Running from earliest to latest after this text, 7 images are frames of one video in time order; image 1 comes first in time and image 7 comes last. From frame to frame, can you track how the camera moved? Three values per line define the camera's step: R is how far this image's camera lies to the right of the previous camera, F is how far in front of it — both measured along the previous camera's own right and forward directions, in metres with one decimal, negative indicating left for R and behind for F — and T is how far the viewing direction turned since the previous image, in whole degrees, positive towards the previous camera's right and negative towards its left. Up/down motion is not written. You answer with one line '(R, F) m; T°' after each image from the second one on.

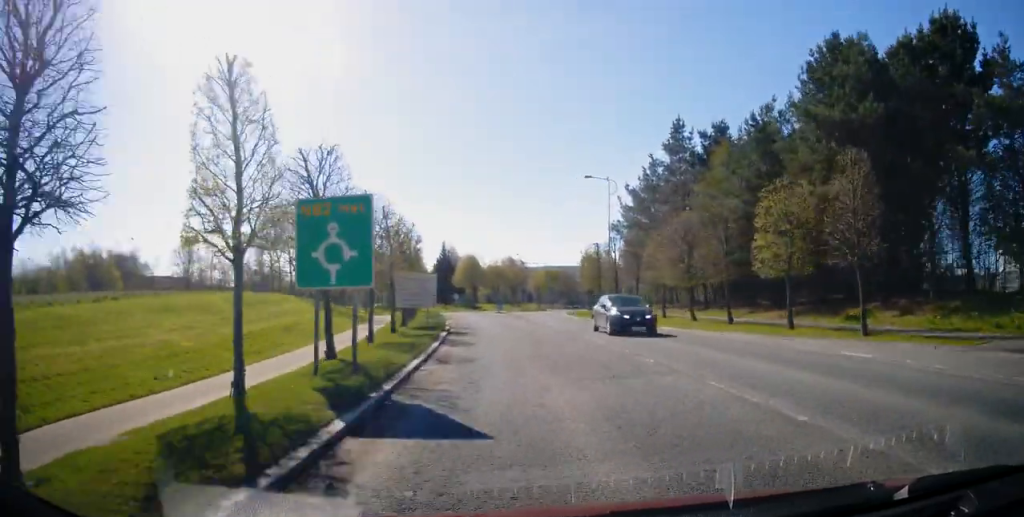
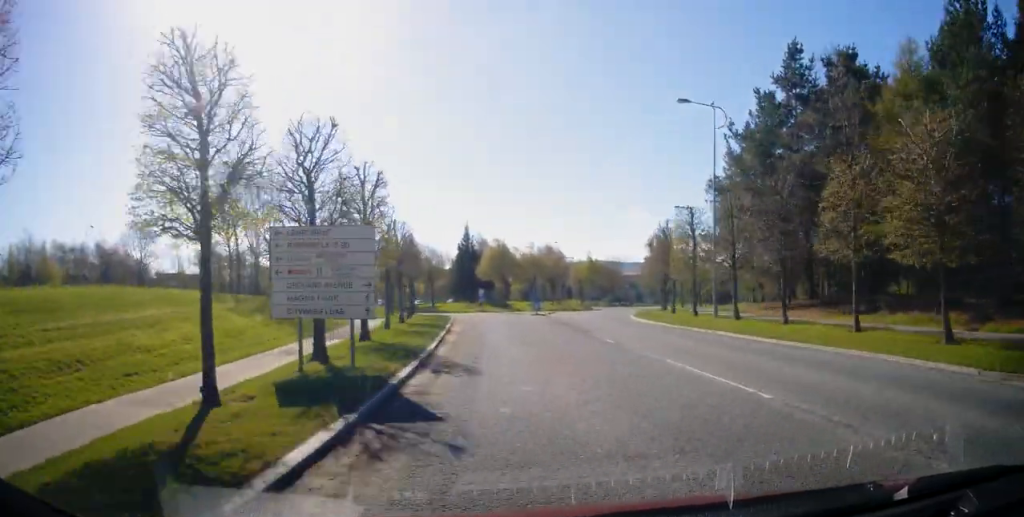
(-2.7, +15.6) m; -11°
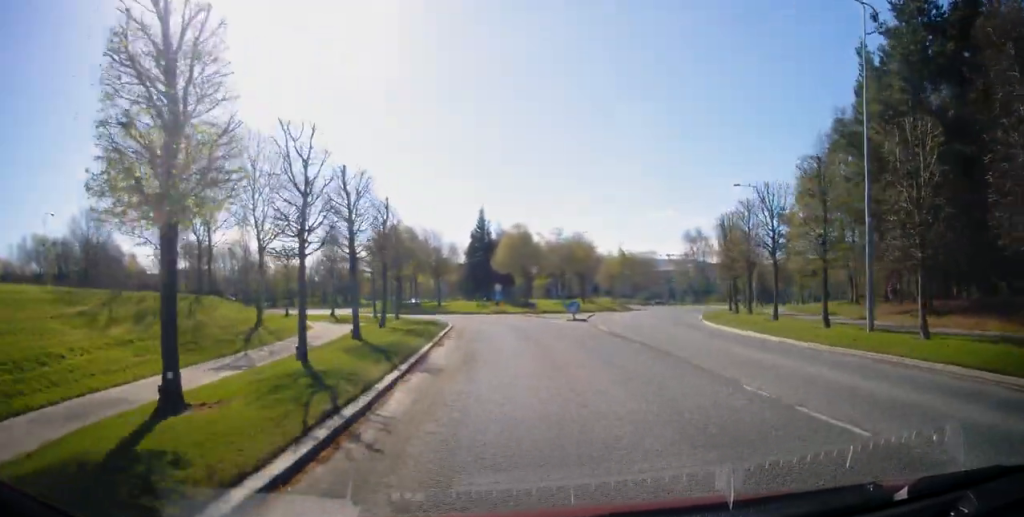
(+0.8, +10.7) m; +5°
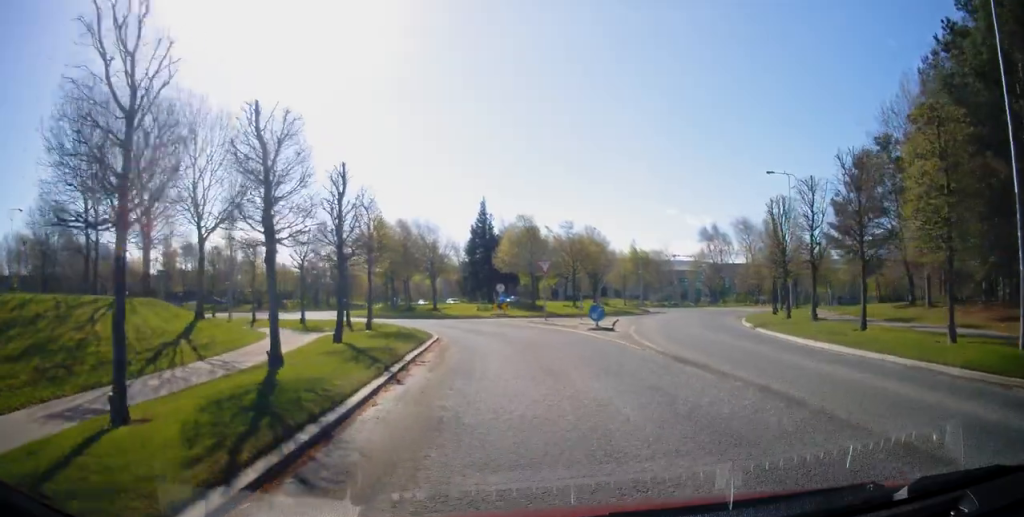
(+0.1, +6.1) m; +1°
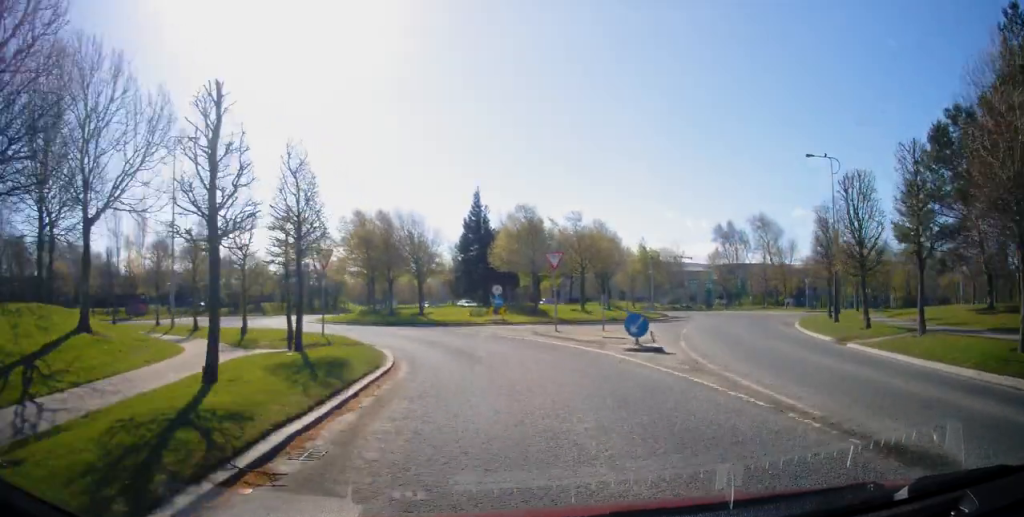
(+0.1, +7.6) m; -1°
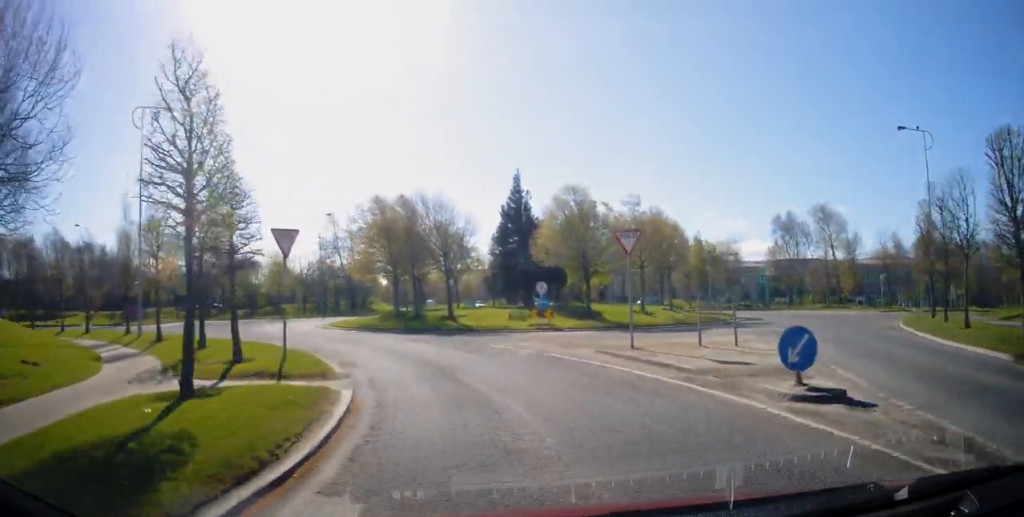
(+0.3, +7.5) m; -4°
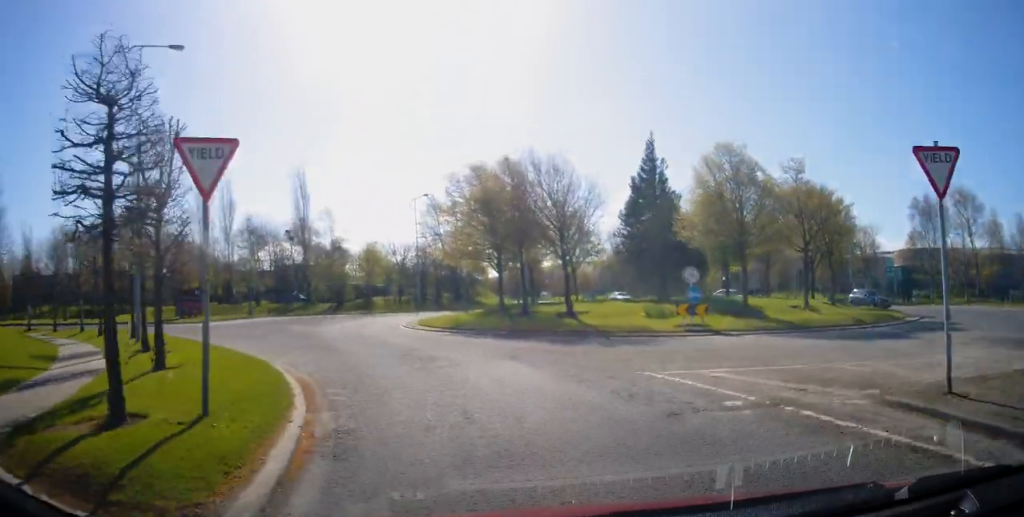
(-1.0, +8.6) m; -8°
